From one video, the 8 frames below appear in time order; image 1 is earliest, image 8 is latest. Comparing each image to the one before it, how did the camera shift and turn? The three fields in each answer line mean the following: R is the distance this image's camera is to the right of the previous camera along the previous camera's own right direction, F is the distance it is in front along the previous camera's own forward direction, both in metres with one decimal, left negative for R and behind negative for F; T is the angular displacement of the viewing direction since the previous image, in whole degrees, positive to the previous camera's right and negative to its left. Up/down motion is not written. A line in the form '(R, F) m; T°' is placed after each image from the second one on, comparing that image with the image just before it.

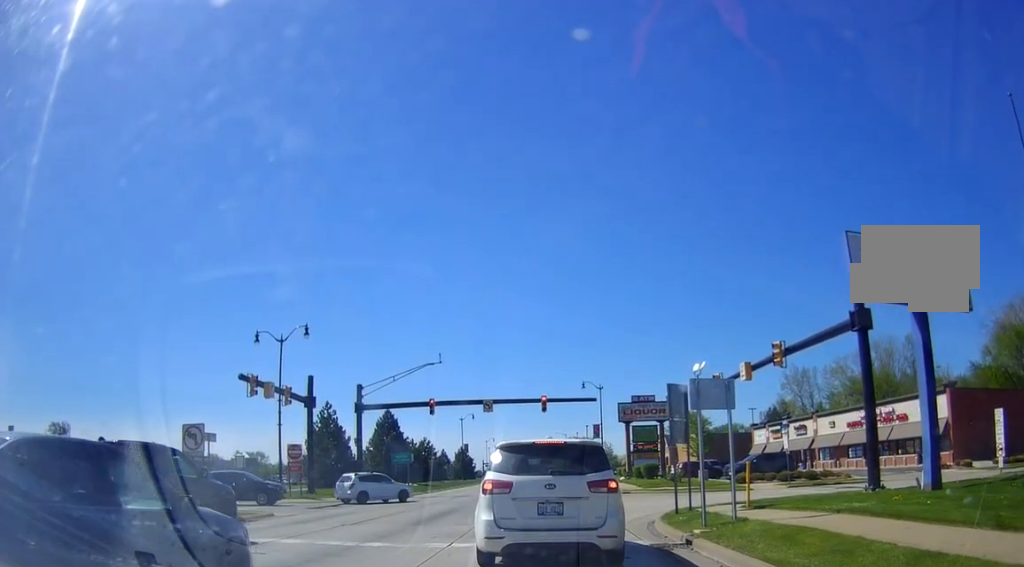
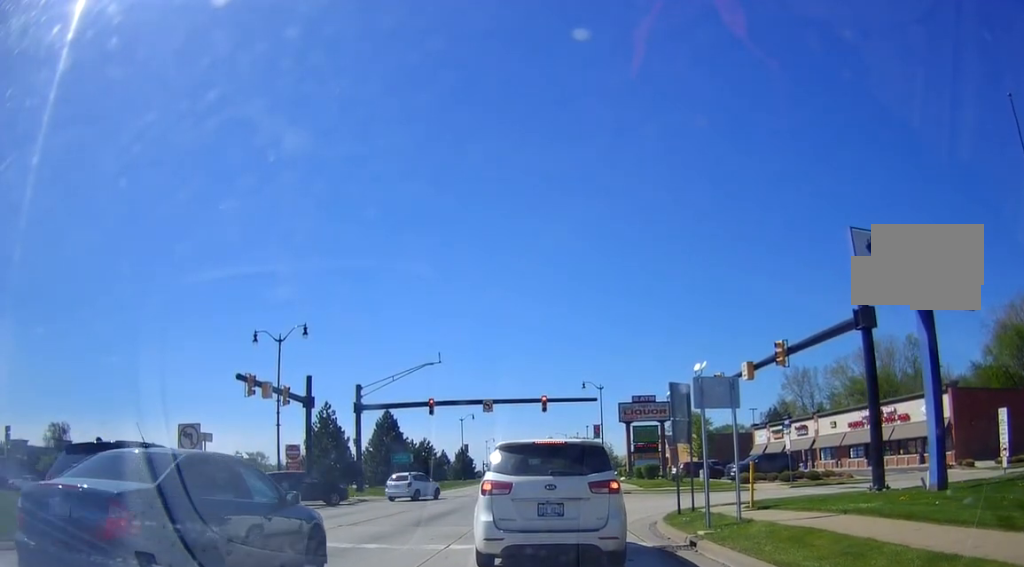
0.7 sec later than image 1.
(+0.1, -0.1) m; 0°
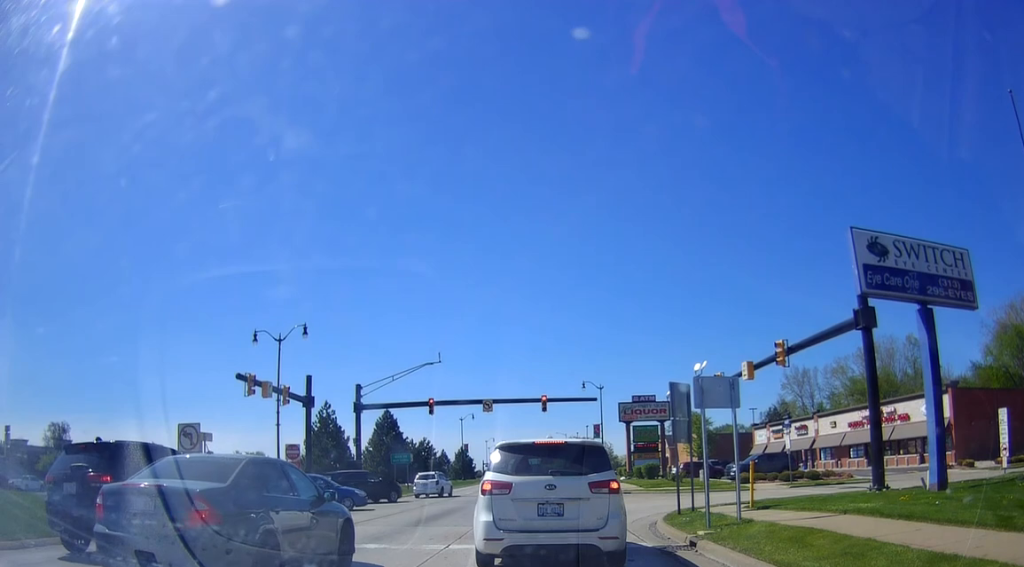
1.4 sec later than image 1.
(0.0, 0.0) m; 0°
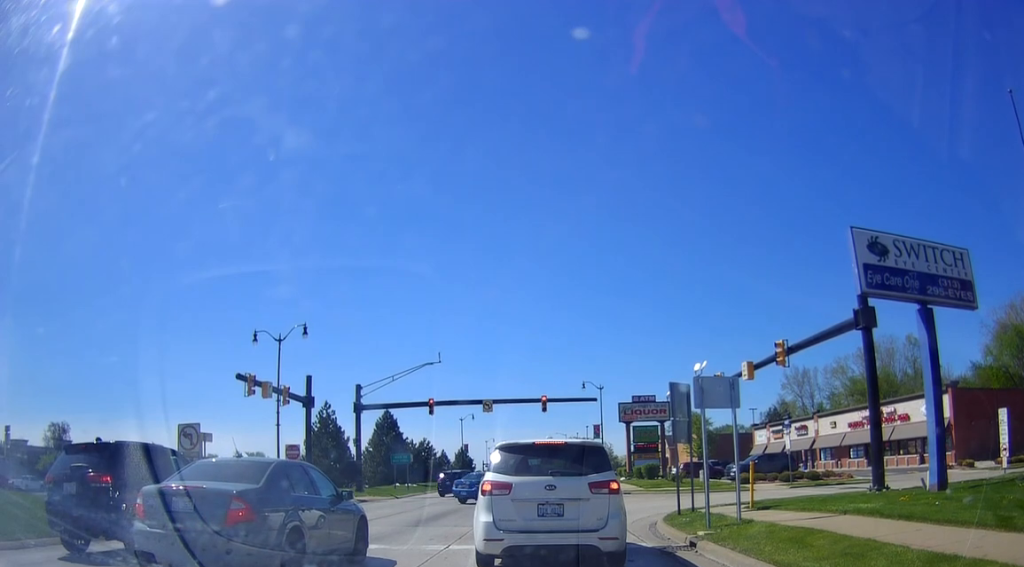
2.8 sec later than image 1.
(0.0, 0.0) m; 0°
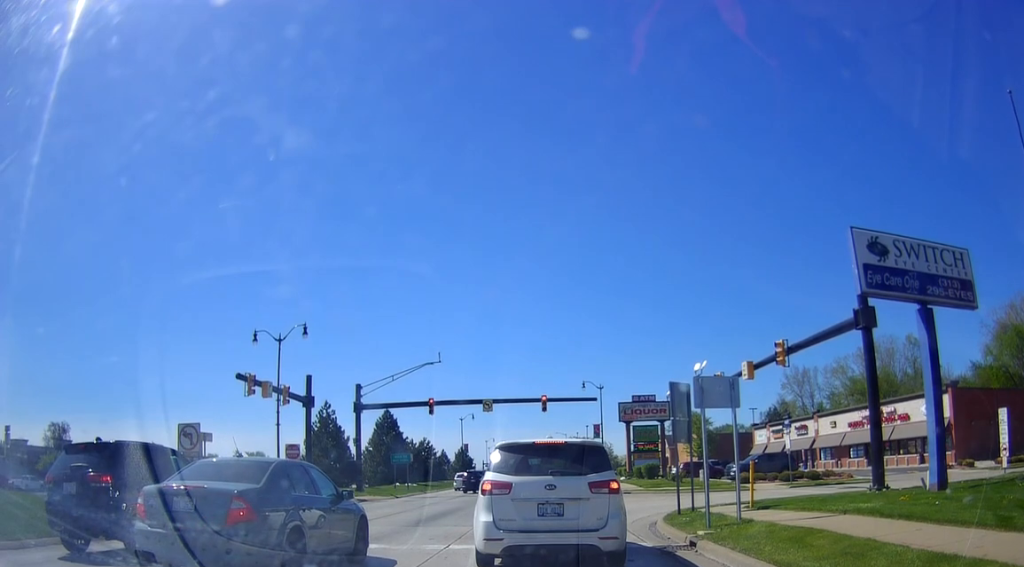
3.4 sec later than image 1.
(0.0, 0.0) m; 0°
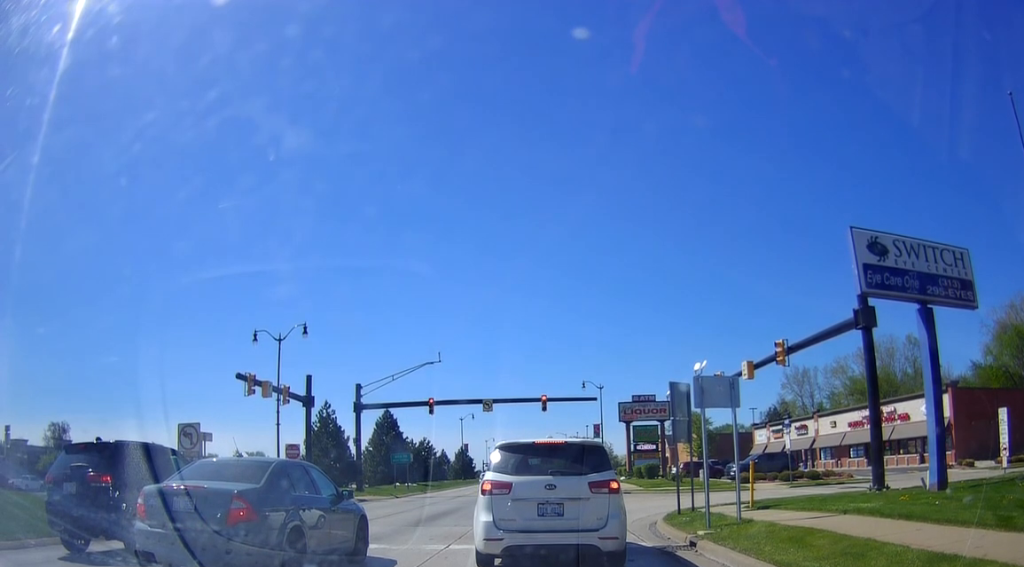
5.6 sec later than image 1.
(0.0, 0.0) m; 0°
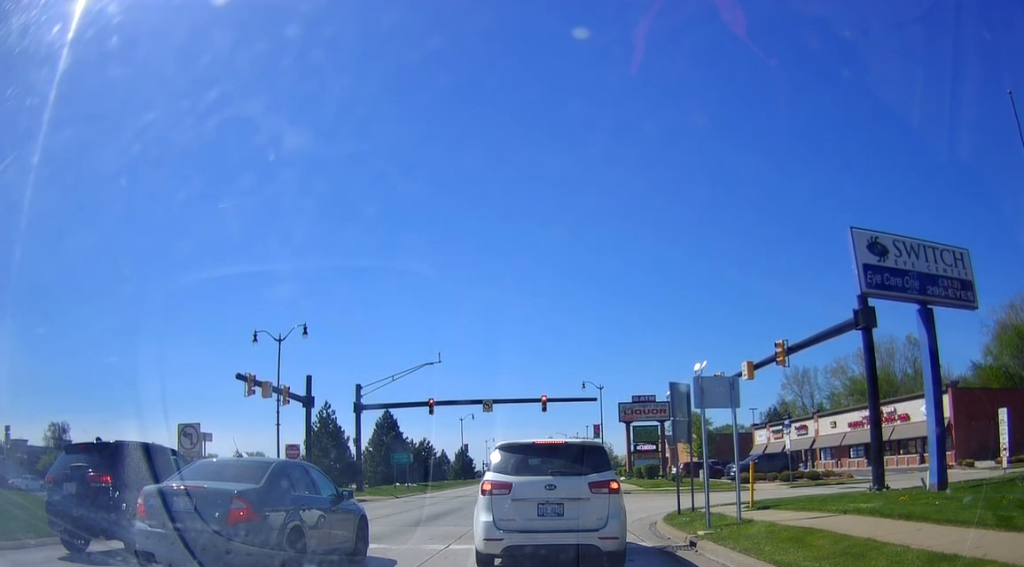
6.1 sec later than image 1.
(0.0, 0.0) m; 0°
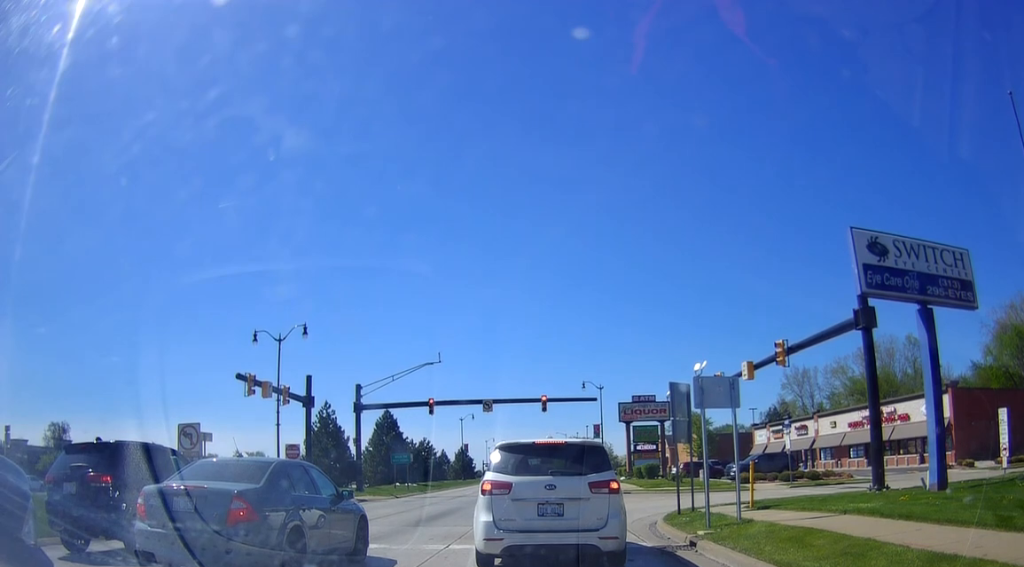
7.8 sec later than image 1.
(0.0, 0.0) m; 0°
